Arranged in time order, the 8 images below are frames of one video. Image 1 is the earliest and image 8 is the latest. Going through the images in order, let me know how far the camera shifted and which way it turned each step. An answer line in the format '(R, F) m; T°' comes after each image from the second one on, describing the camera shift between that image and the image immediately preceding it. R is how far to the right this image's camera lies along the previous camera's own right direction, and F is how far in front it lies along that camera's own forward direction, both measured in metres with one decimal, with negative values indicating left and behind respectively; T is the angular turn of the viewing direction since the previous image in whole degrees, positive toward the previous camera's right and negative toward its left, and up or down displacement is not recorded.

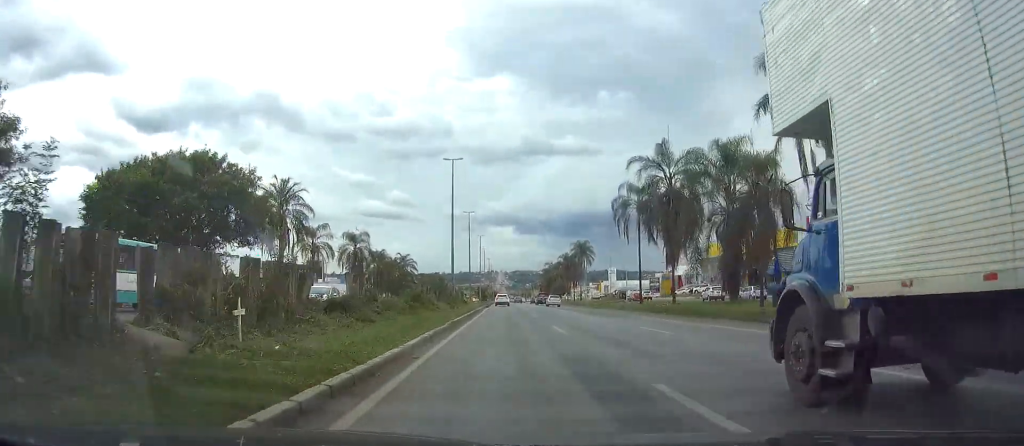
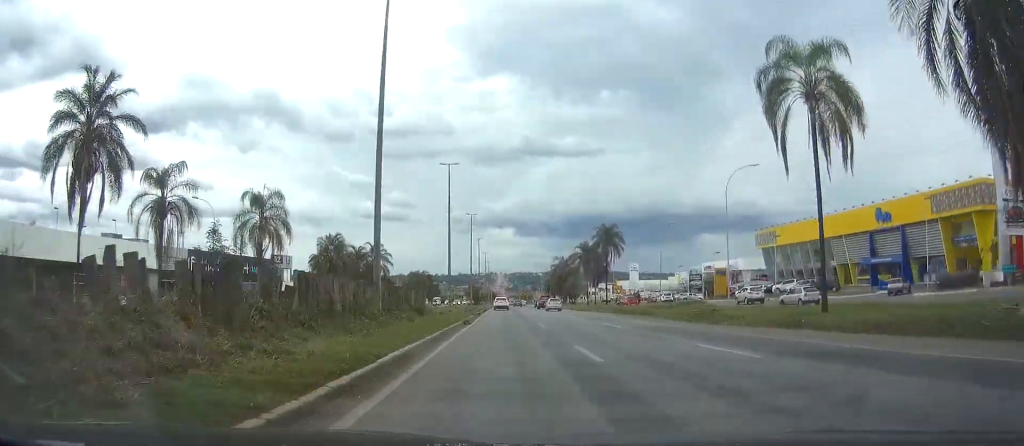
(0.0, +39.7) m; 0°
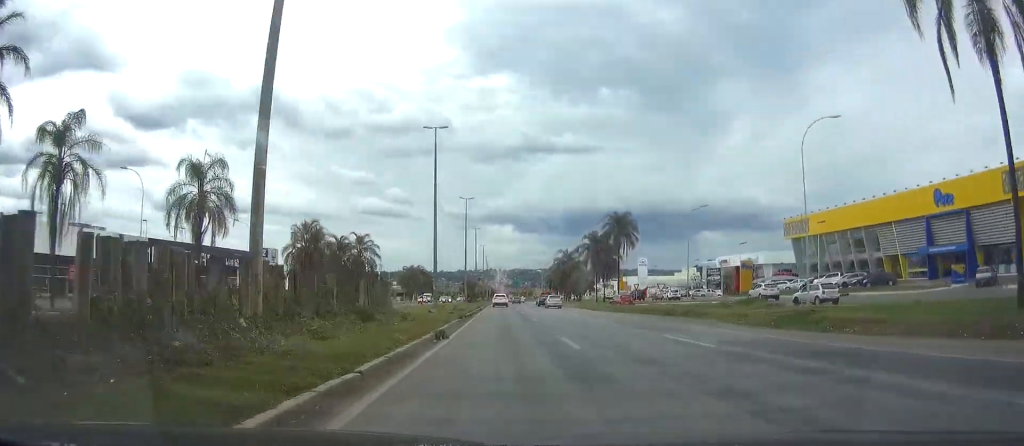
(0.0, +13.3) m; 0°
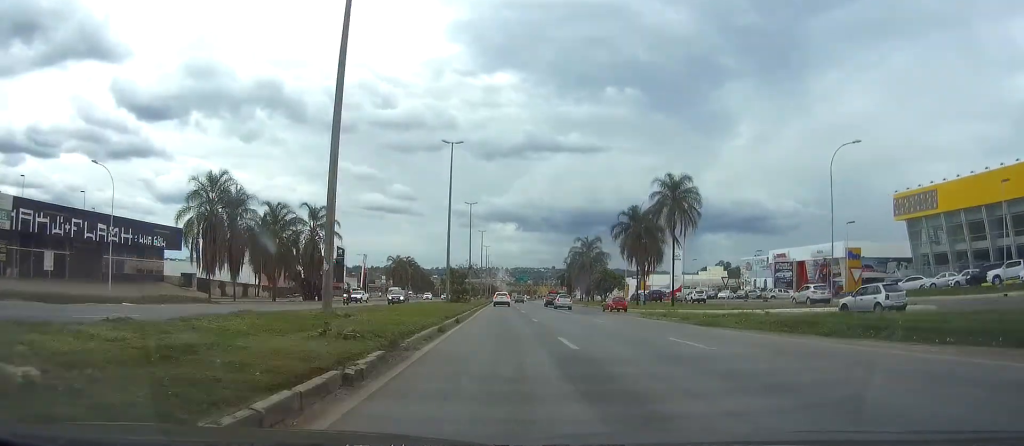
(0.0, +33.1) m; 0°
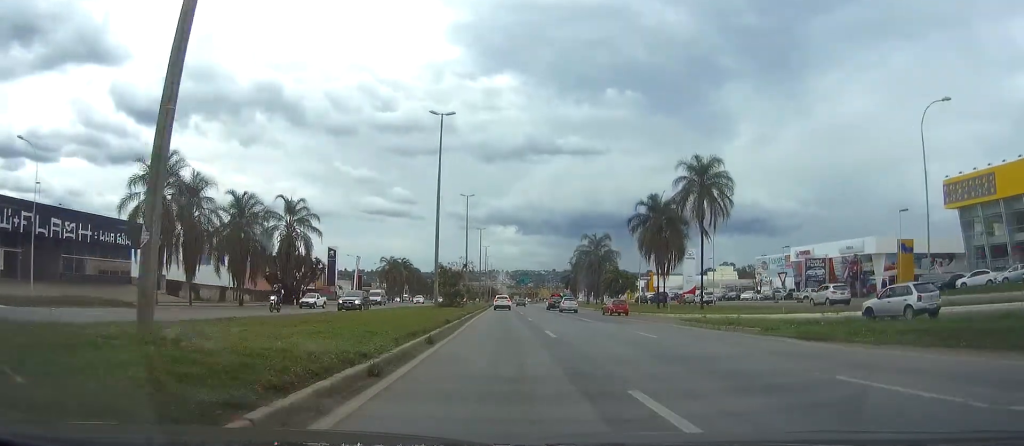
(0.0, +10.7) m; 0°
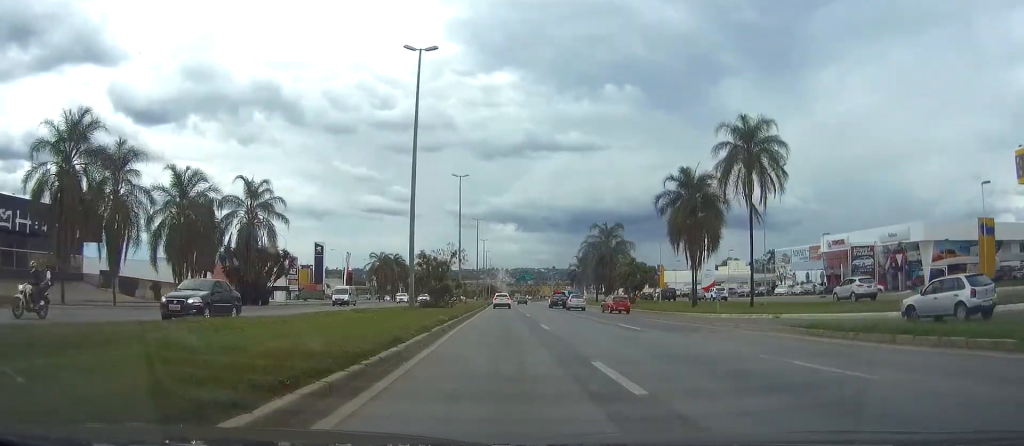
(0.0, +13.2) m; 0°
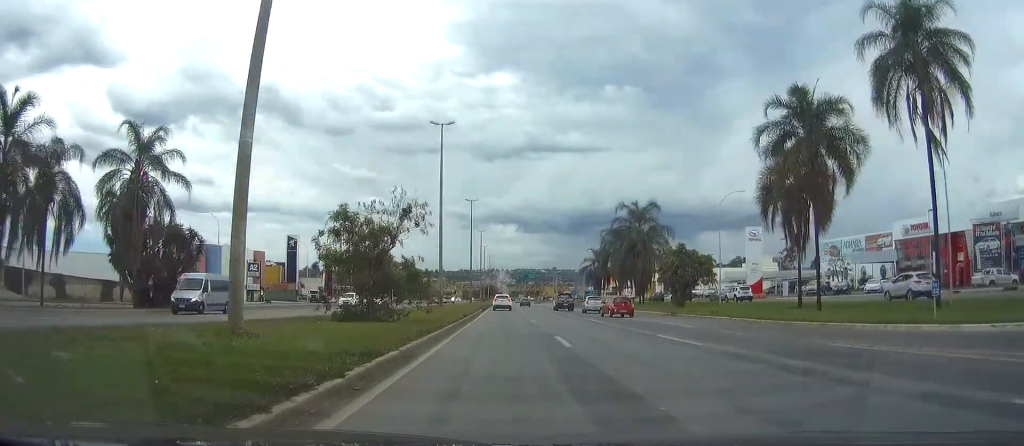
(0.0, +23.9) m; 0°
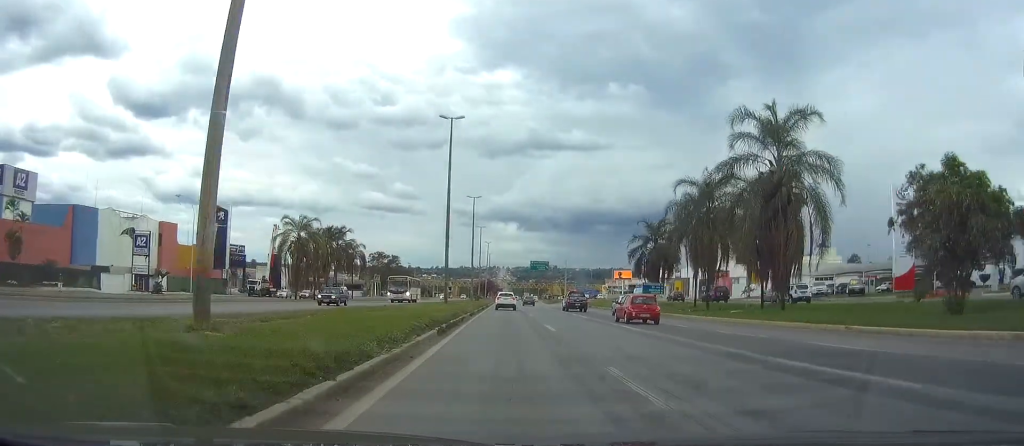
(-0.1, +42.0) m; 0°
